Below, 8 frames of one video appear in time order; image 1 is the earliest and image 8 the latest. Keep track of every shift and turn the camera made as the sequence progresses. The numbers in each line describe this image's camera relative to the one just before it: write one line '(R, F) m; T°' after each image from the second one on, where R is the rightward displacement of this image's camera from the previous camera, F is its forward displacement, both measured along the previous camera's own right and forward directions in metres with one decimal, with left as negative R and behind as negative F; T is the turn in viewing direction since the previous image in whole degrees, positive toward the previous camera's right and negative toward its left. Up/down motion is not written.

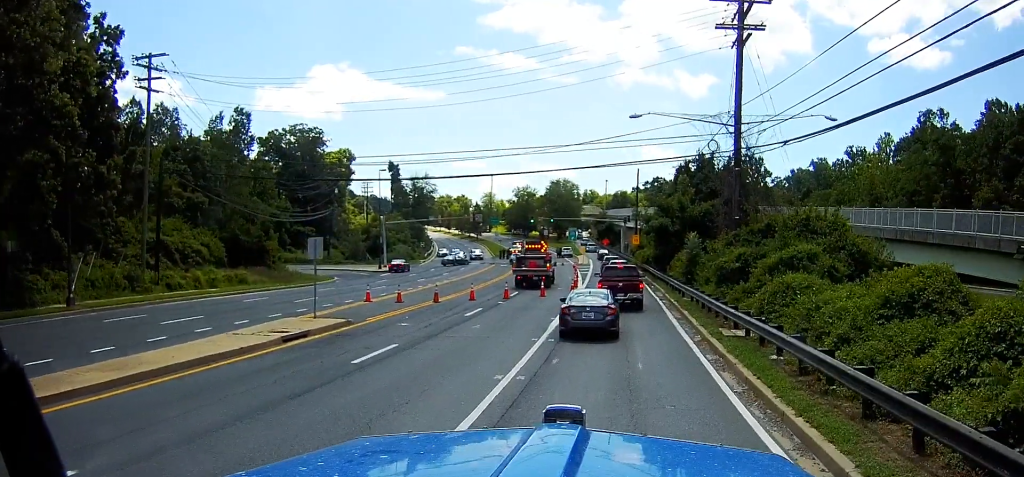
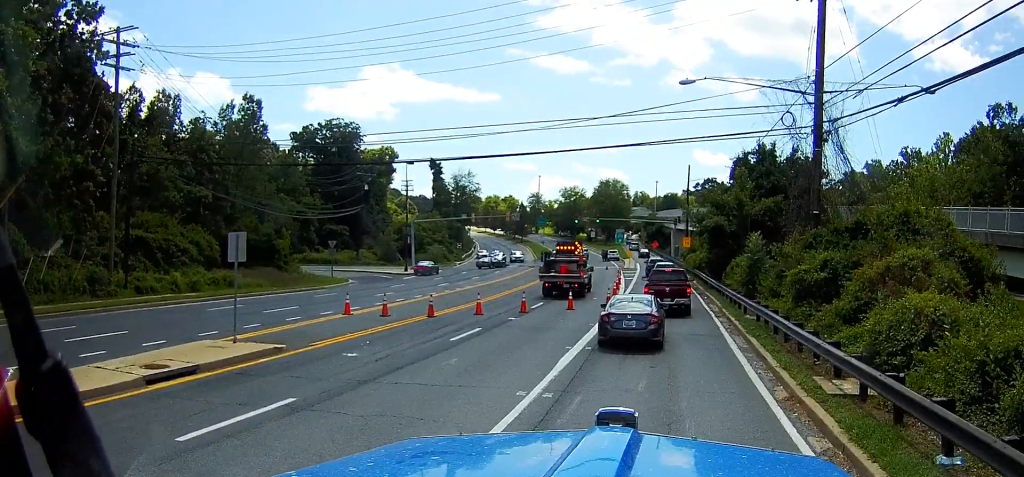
(+0.2, +7.5) m; +2°
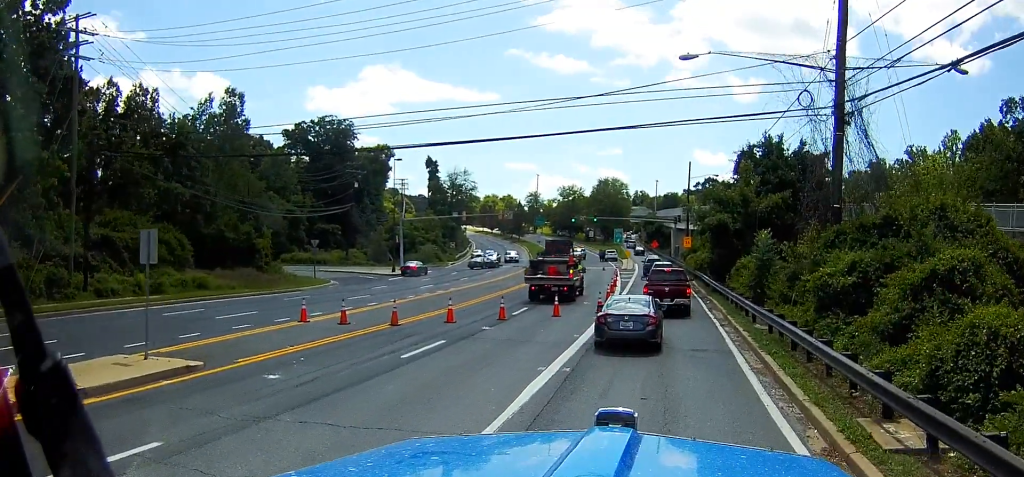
(0.0, +3.5) m; -1°
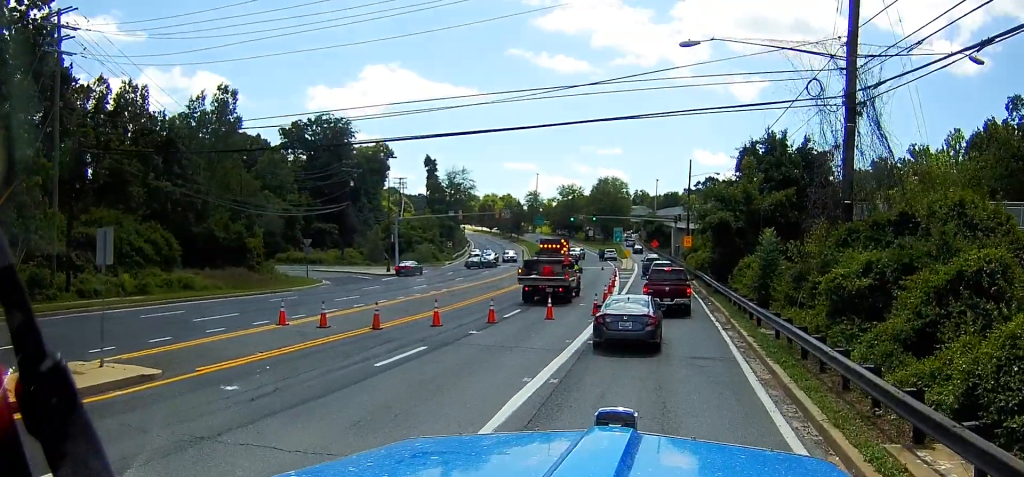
(0.0, +1.5) m; 0°
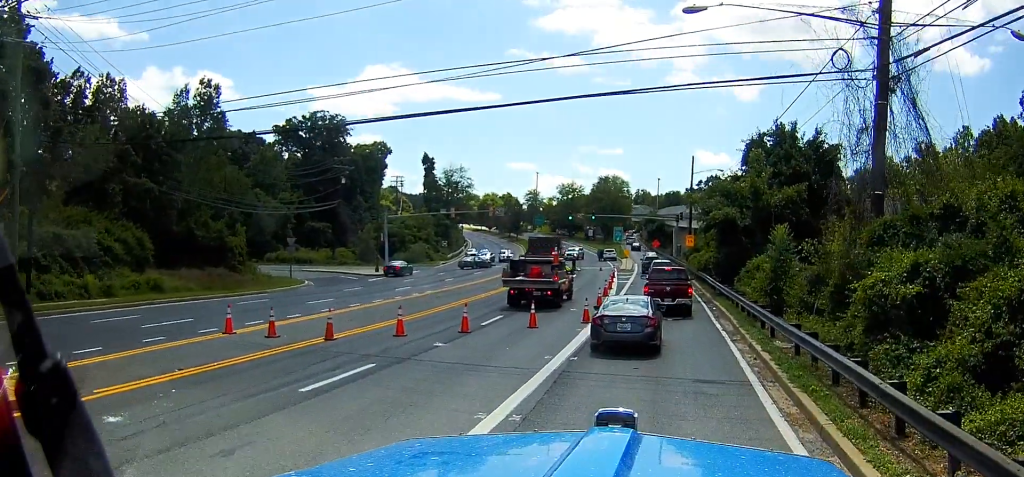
(0.0, +3.3) m; 0°
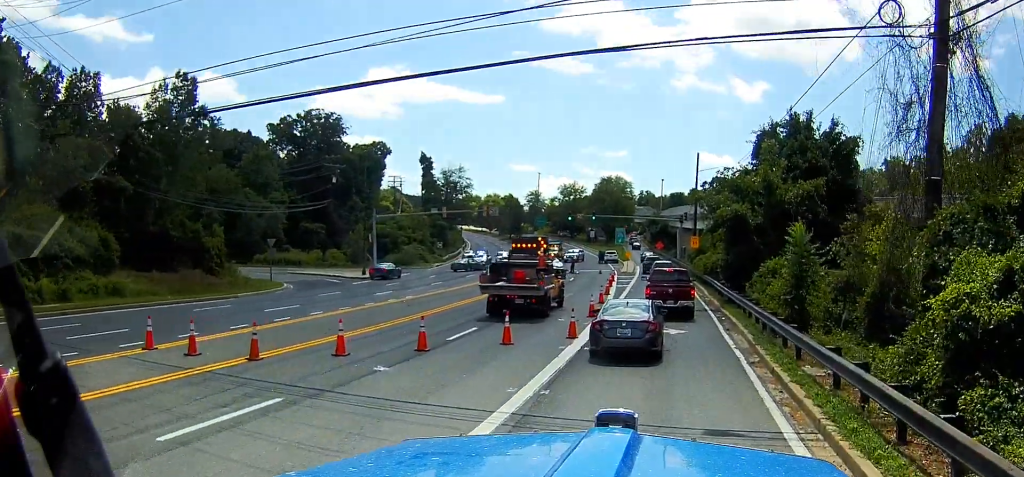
(0.0, +4.0) m; 0°
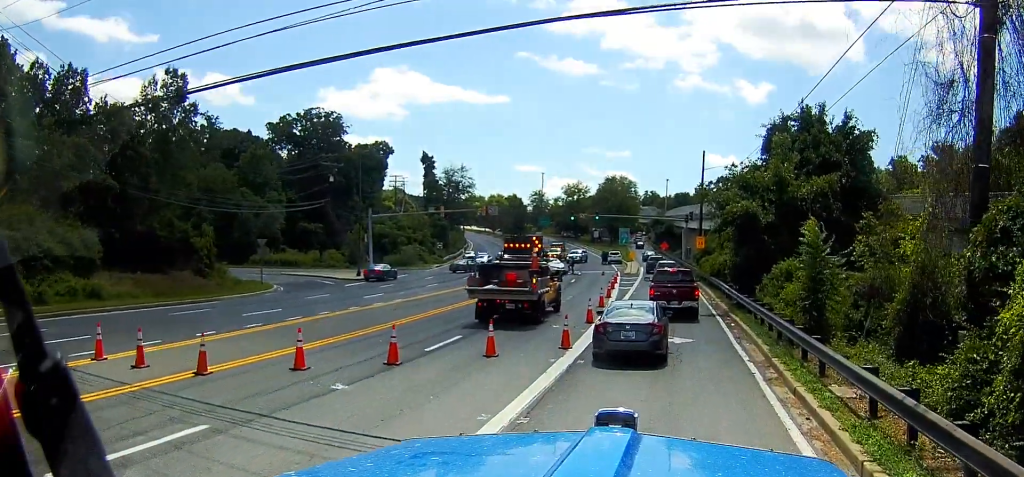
(0.0, +2.2) m; -1°
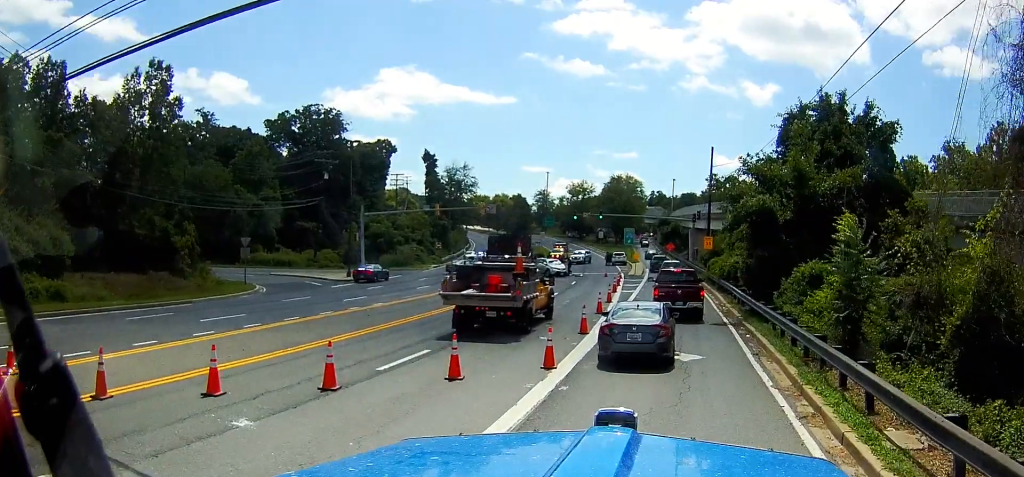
(-0.1, +3.3) m; 0°
